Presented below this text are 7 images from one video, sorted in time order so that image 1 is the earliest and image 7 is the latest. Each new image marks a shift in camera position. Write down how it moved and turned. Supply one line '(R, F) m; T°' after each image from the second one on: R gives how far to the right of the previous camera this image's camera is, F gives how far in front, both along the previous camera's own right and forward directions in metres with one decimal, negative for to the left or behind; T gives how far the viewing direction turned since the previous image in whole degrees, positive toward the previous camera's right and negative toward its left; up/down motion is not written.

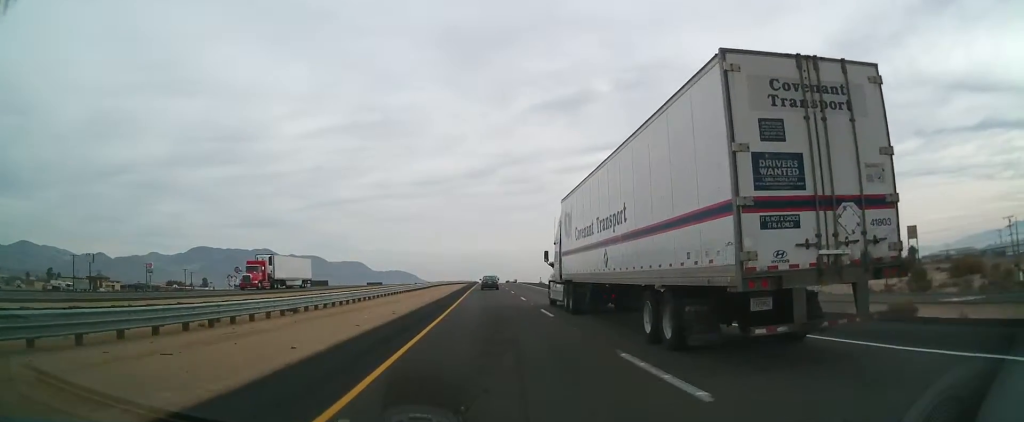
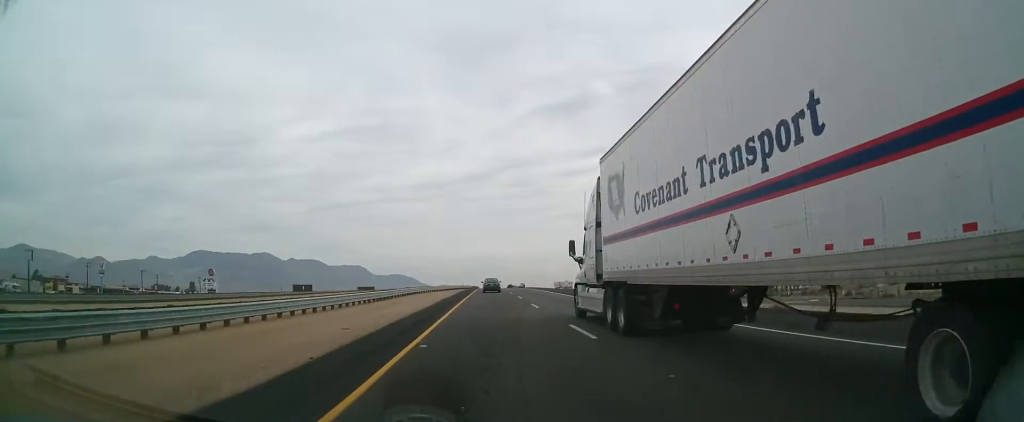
(0.0, +36.8) m; 0°
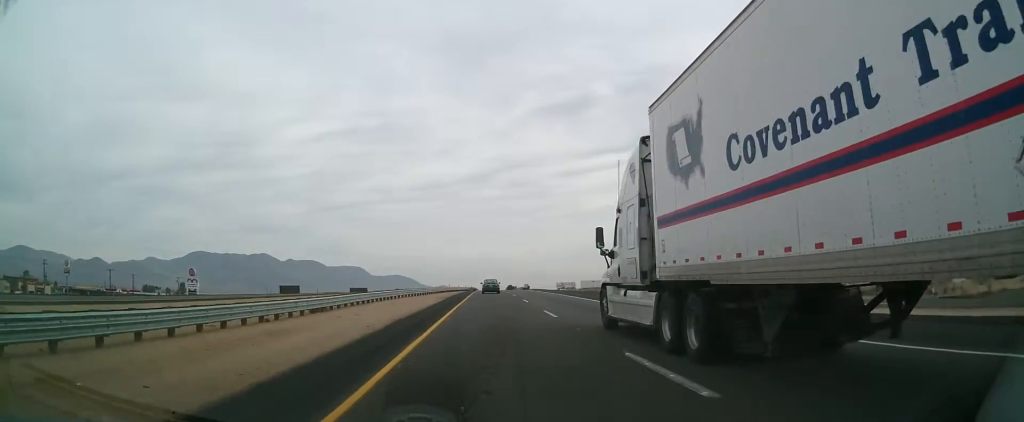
(0.0, +21.2) m; 0°
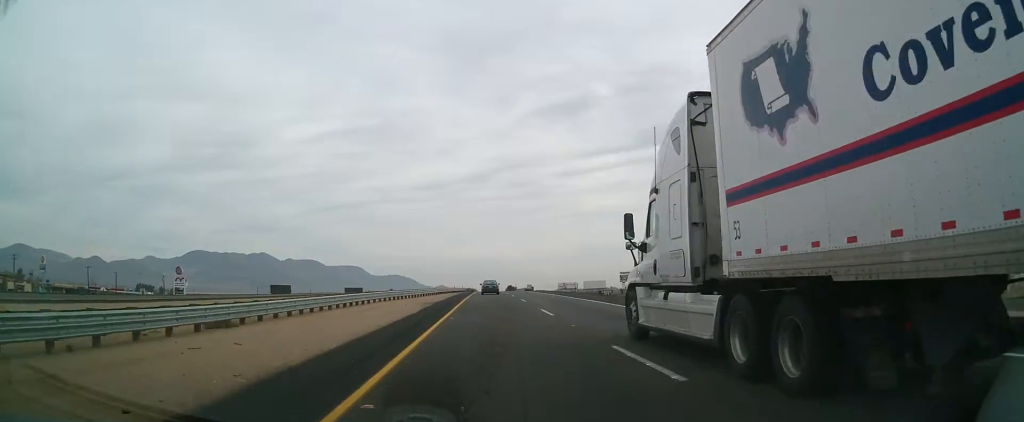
(0.0, +13.4) m; 0°
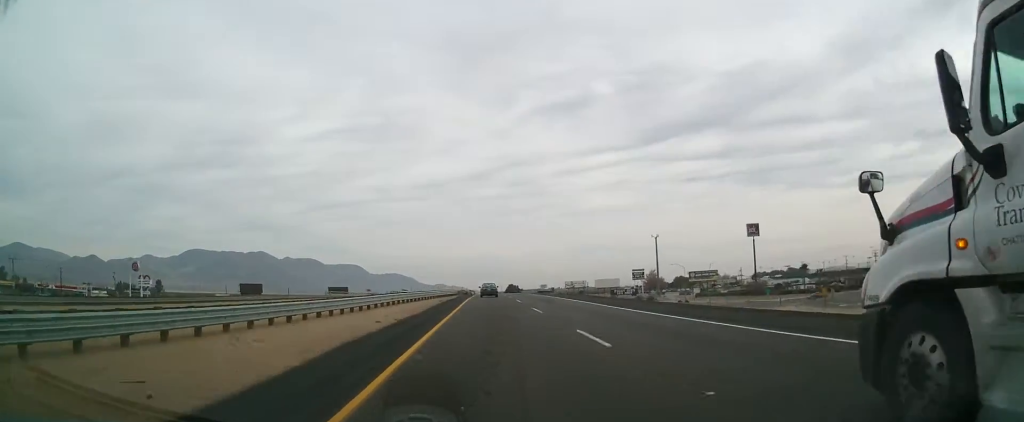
(0.0, +39.0) m; 0°
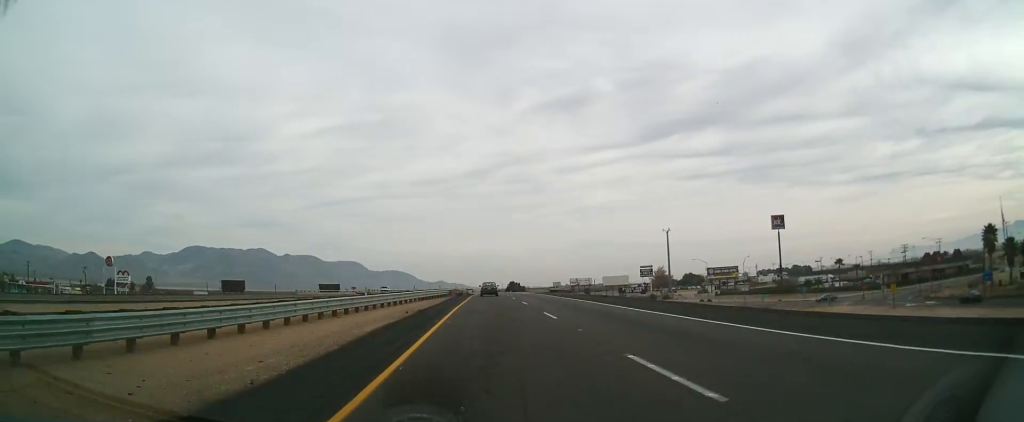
(0.0, +20.1) m; +1°
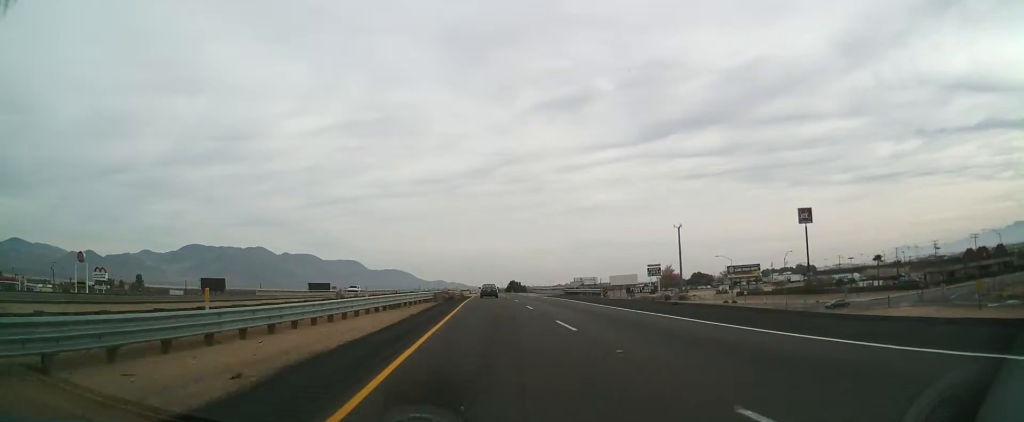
(0.0, +18.9) m; 0°
